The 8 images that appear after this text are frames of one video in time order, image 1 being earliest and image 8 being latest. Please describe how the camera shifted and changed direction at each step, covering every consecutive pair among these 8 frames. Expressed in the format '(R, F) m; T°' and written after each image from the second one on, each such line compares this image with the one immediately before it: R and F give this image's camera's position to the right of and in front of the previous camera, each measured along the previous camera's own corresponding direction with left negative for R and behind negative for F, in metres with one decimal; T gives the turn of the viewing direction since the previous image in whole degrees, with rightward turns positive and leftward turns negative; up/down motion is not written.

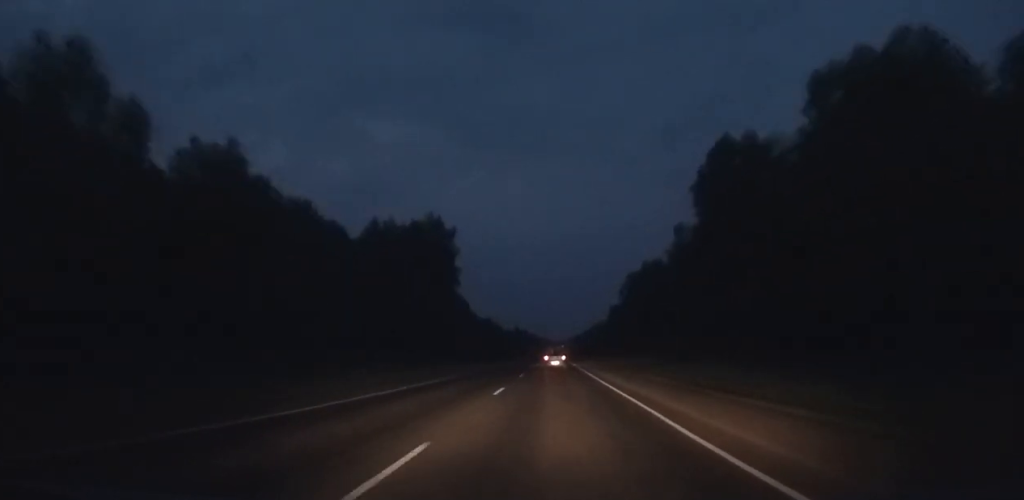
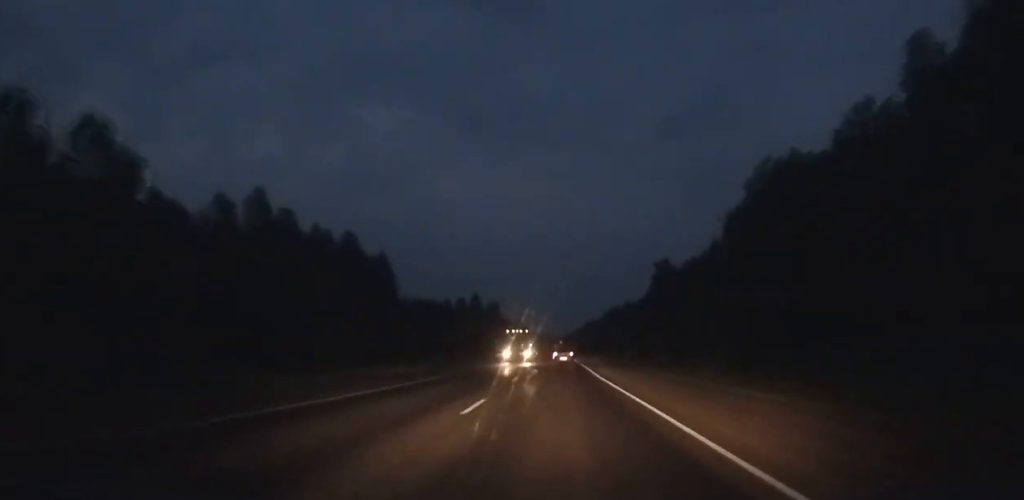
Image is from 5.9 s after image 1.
(+1.2, +142.2) m; 0°
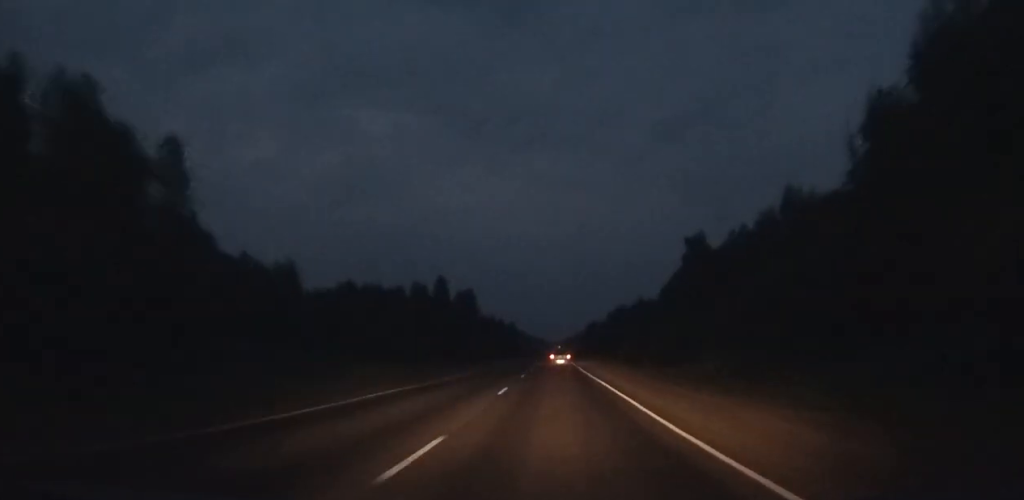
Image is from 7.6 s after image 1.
(-0.1, +41.6) m; 0°
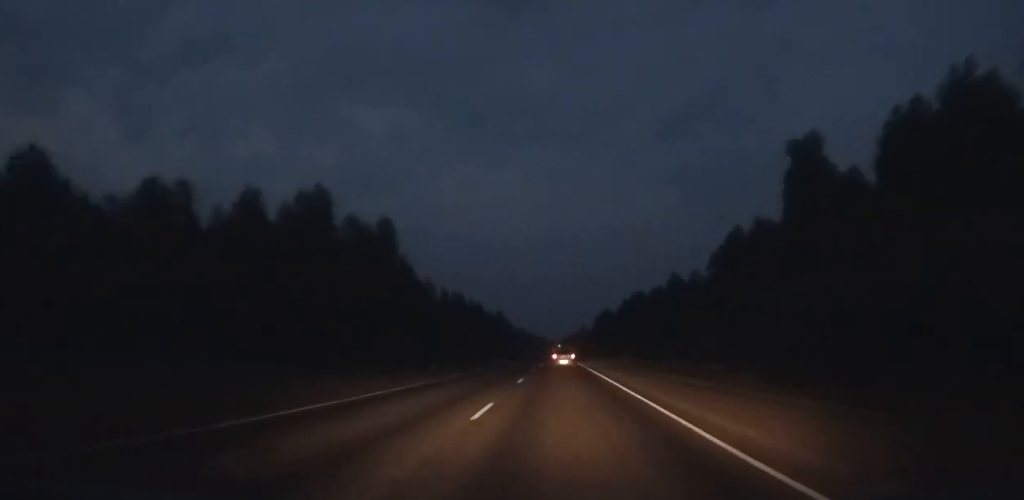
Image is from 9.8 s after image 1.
(-0.2, +55.4) m; 0°
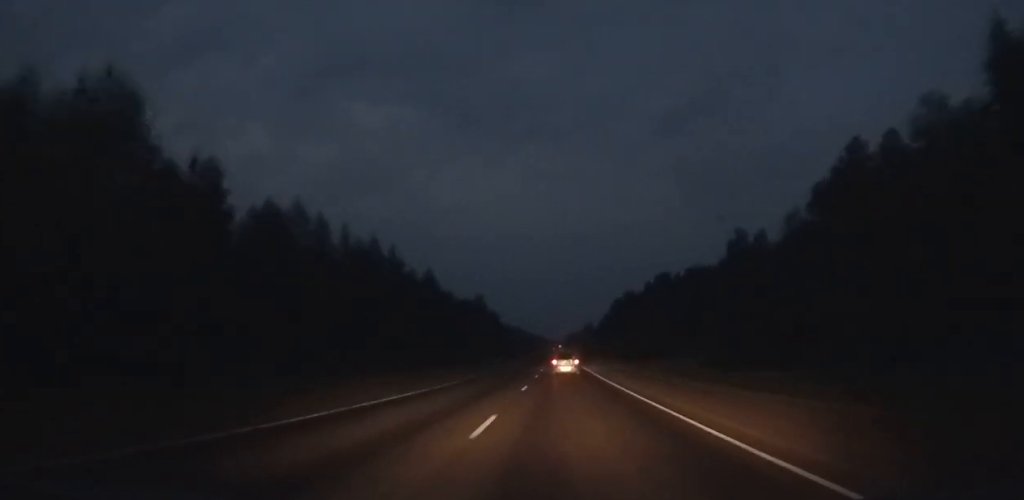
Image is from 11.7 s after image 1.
(-0.1, +49.4) m; 0°
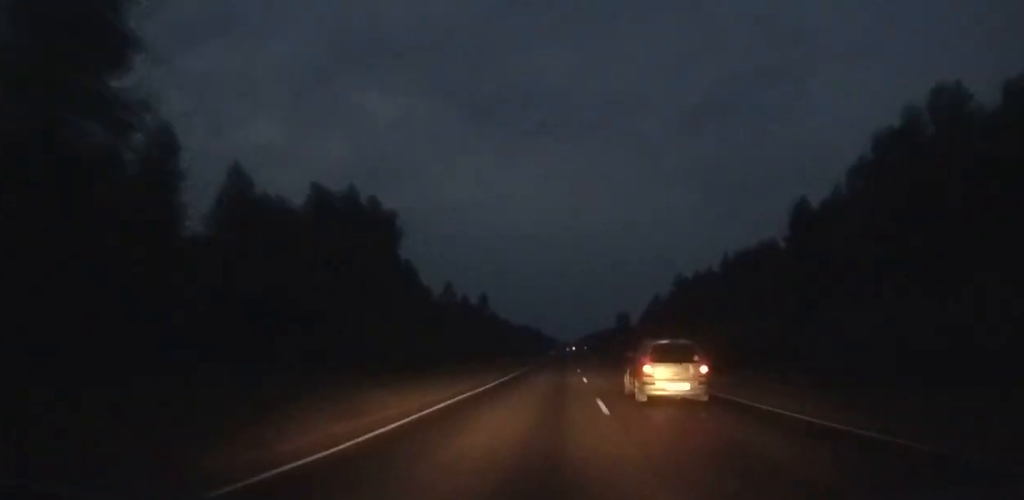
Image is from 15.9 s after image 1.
(-0.3, +121.0) m; 0°
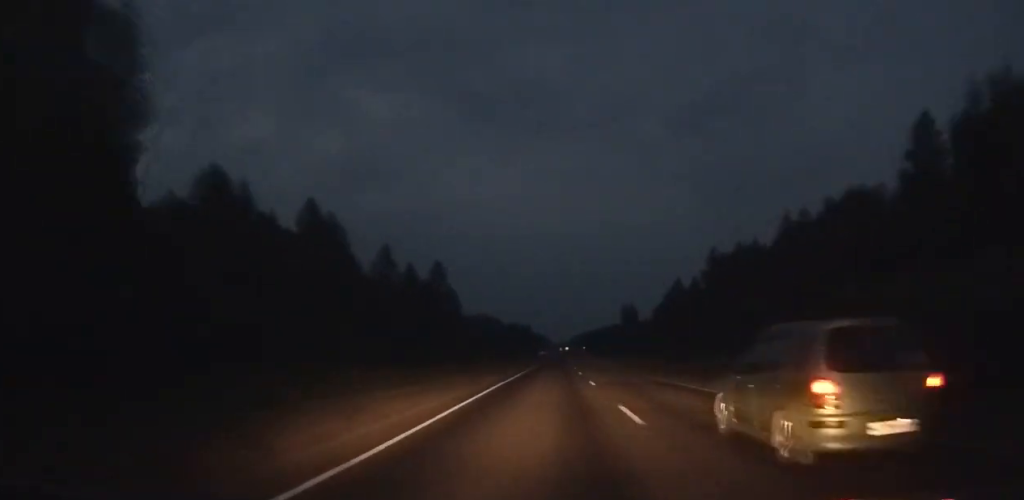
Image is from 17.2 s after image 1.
(-0.1, +38.2) m; 0°
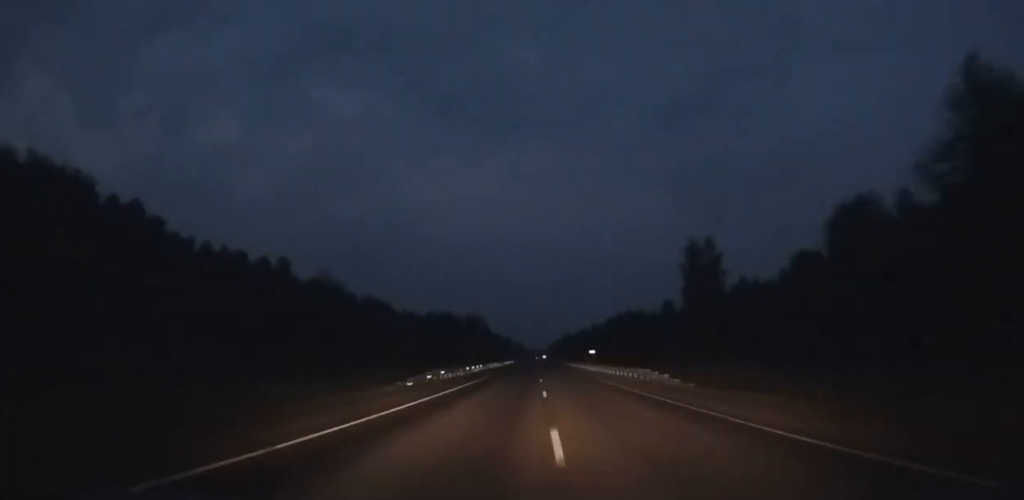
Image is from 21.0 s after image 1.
(+1.4, +110.3) m; +1°
